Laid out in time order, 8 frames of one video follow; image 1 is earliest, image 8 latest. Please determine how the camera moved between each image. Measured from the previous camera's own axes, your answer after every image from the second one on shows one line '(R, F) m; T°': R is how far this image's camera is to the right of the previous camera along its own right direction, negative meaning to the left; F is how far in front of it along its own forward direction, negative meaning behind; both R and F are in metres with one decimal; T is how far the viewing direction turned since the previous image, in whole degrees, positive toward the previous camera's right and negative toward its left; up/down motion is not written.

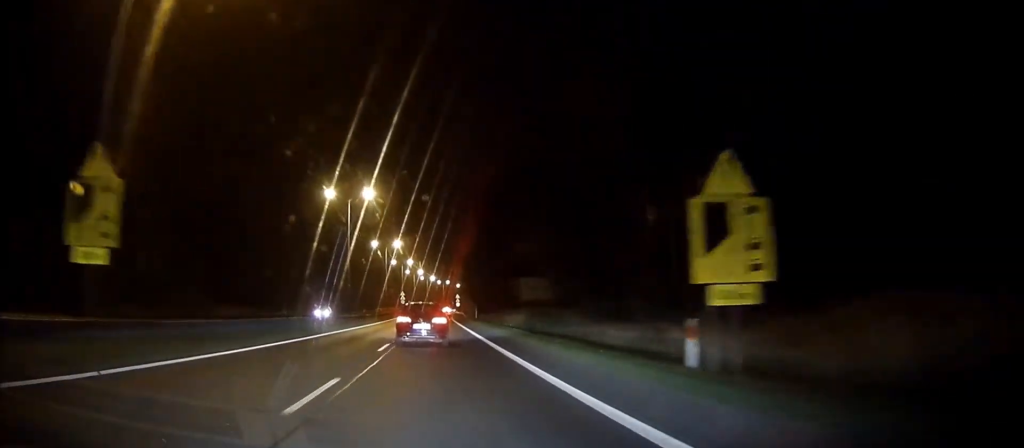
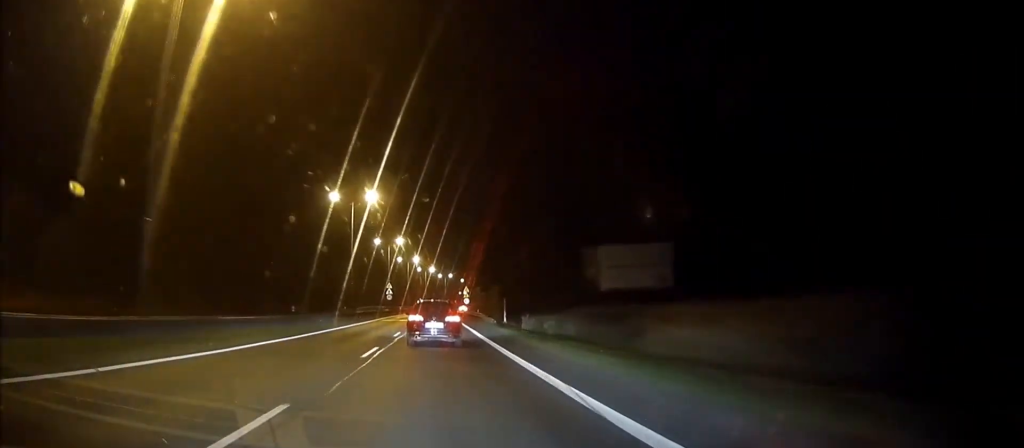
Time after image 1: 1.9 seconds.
(+0.7, +42.1) m; 0°
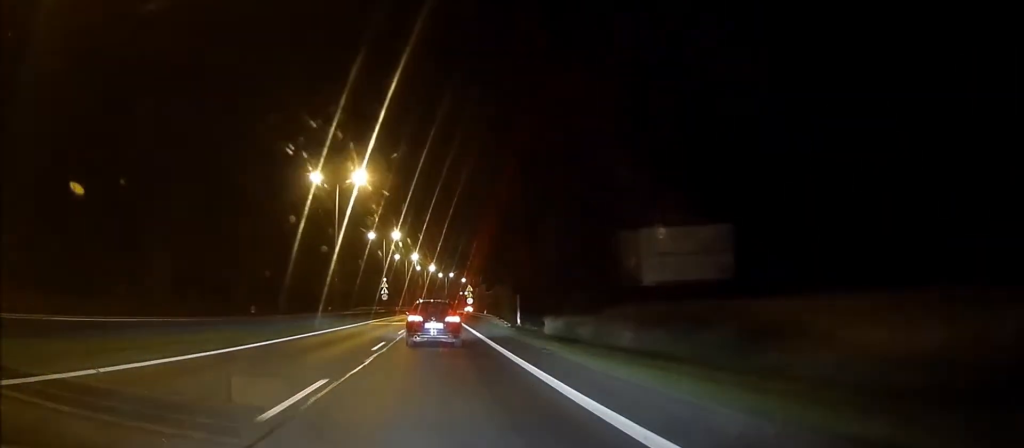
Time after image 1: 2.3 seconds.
(-0.4, +9.7) m; 0°
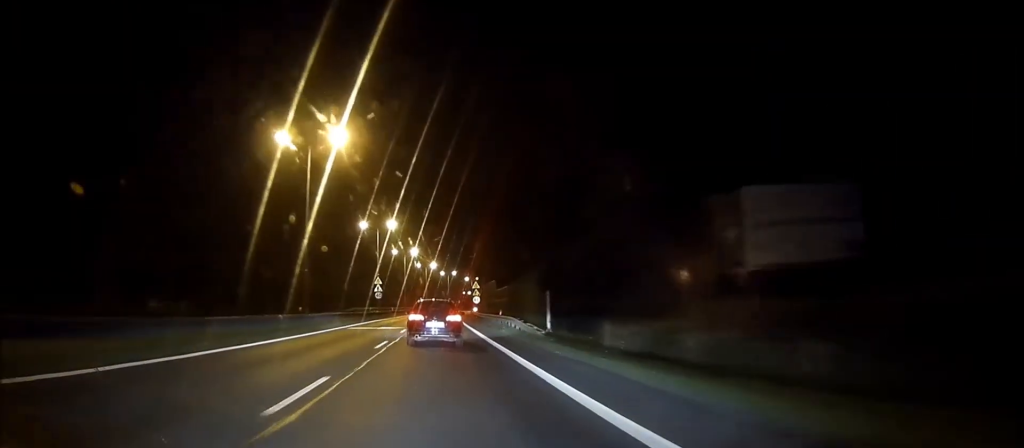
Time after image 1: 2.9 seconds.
(-0.6, +12.7) m; 0°
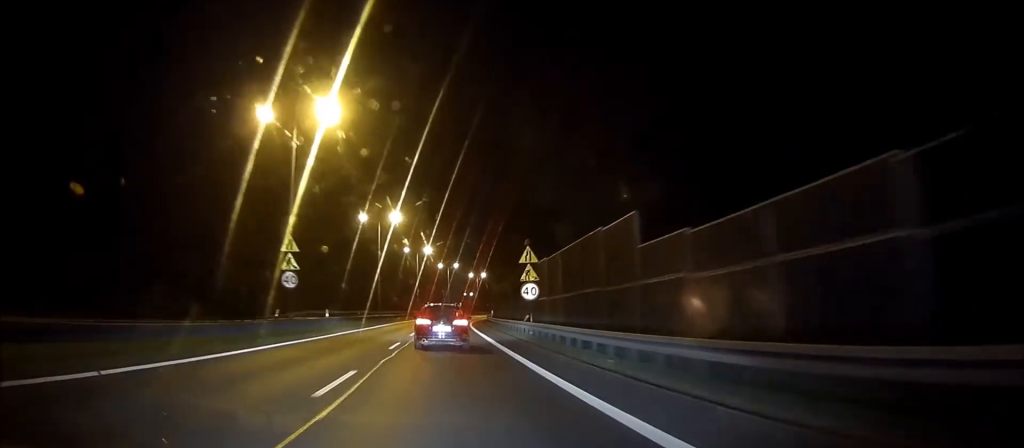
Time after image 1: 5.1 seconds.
(+2.0, +49.0) m; +3°
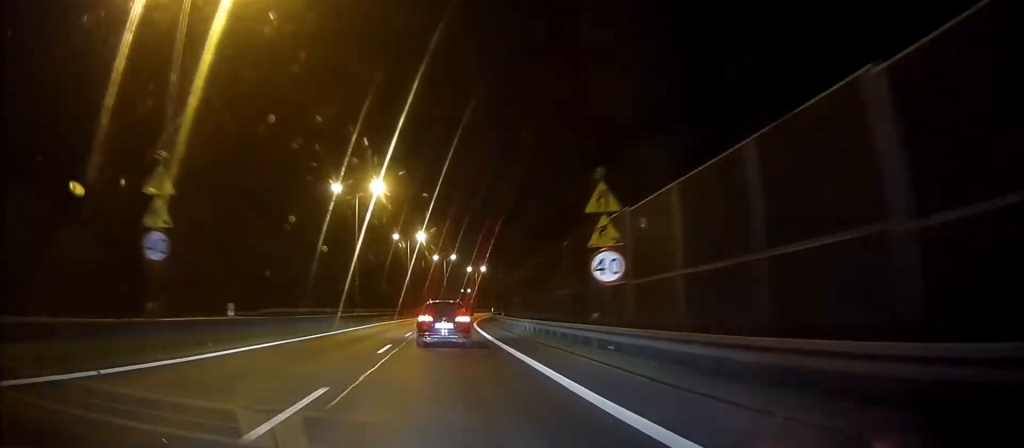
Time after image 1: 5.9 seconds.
(+0.1, +15.8) m; +1°
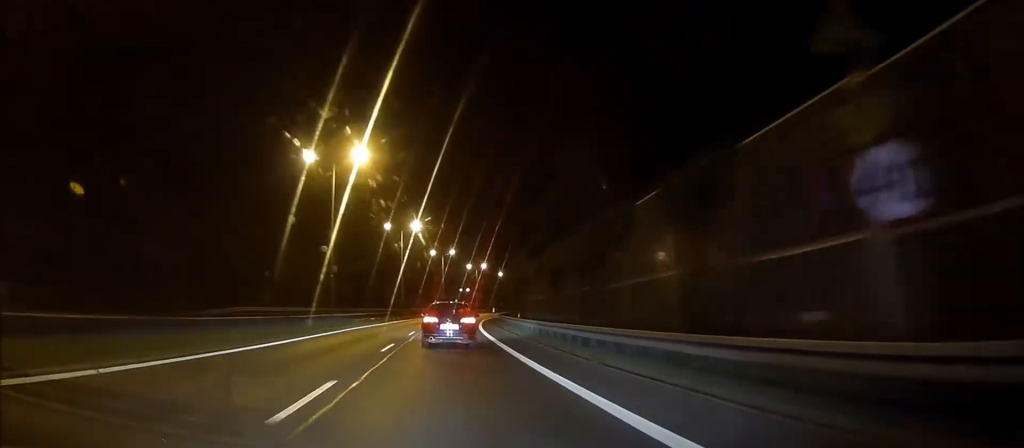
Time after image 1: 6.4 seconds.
(+0.1, +11.4) m; +1°
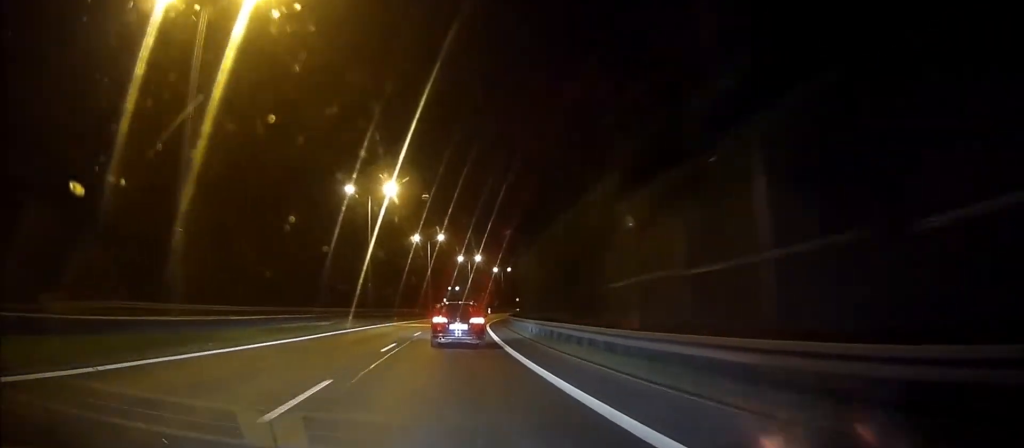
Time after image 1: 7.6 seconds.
(+0.4, +24.6) m; +2°
